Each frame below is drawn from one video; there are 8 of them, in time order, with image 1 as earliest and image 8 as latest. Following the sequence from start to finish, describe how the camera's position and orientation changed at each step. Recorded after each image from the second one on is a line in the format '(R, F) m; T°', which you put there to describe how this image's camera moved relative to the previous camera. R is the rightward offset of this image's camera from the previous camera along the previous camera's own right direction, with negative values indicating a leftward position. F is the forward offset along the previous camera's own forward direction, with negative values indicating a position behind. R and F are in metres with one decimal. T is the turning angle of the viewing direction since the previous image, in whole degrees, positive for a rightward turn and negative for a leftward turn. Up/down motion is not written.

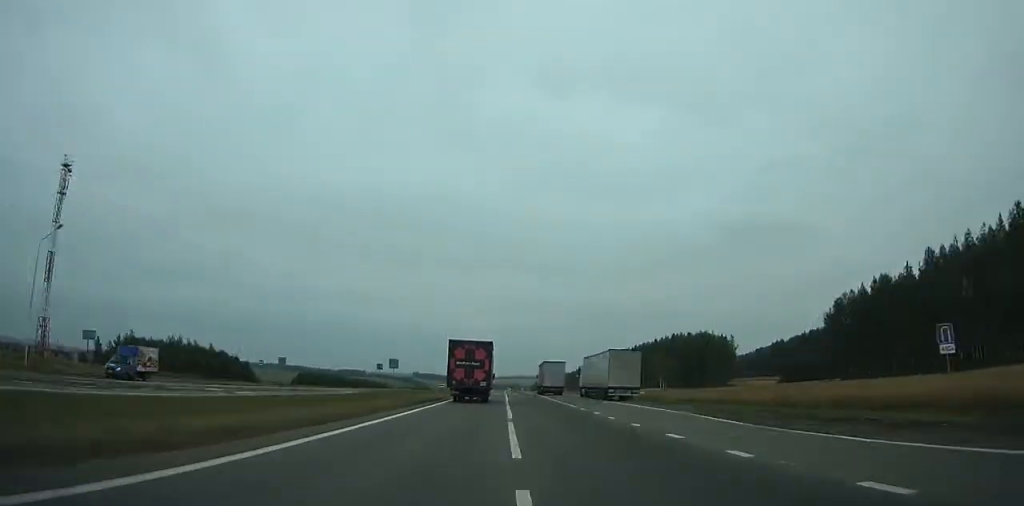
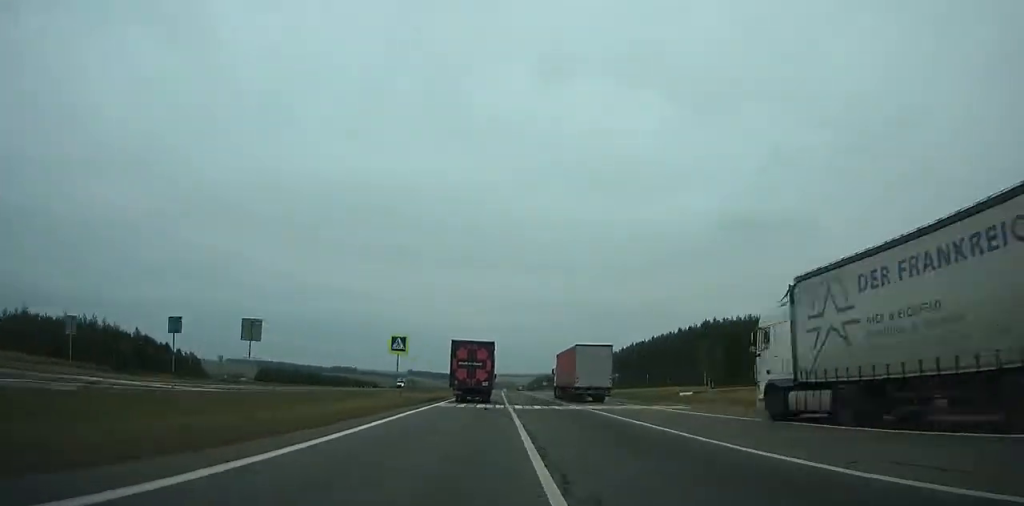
(+0.1, +43.0) m; 0°
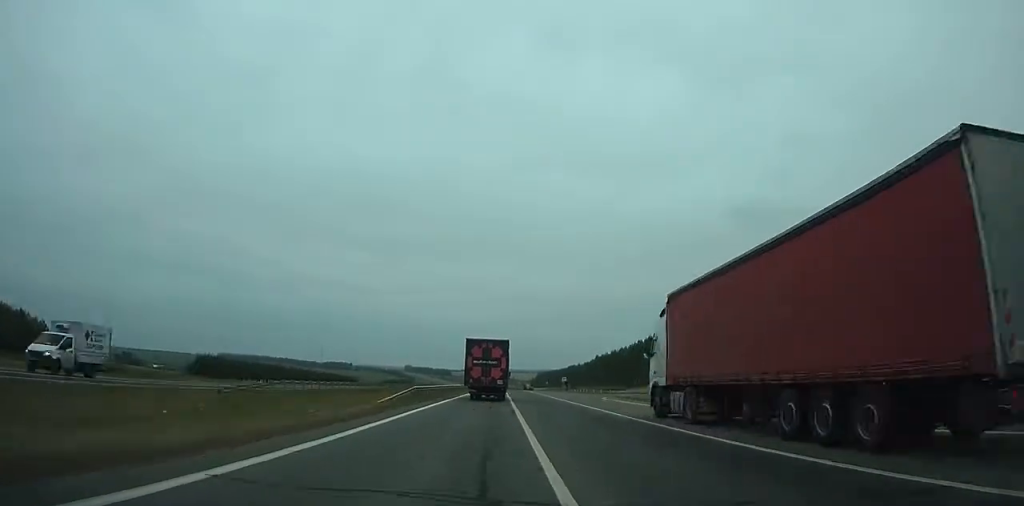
(+0.2, +58.4) m; 0°
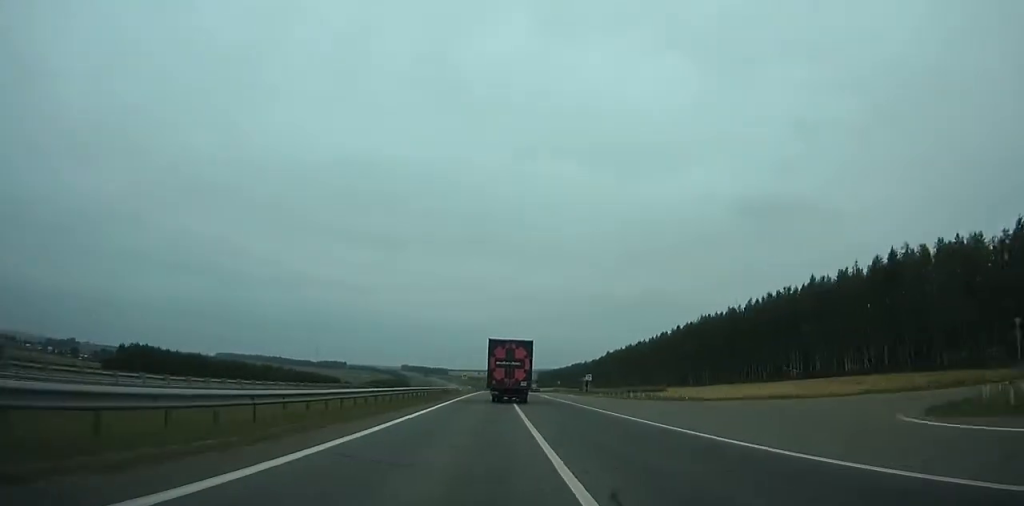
(-0.1, +42.7) m; 0°
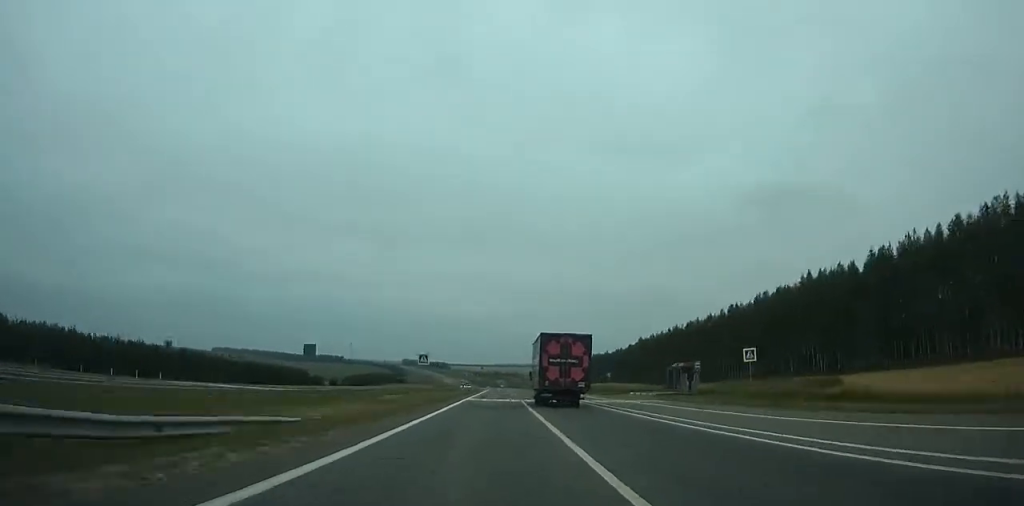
(+0.1, +67.4) m; 0°
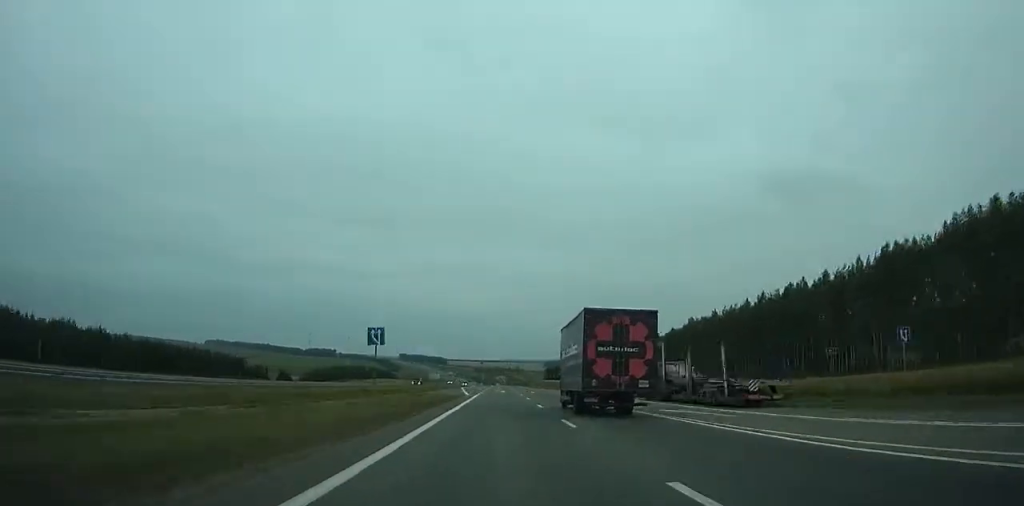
(+0.2, +69.8) m; 0°
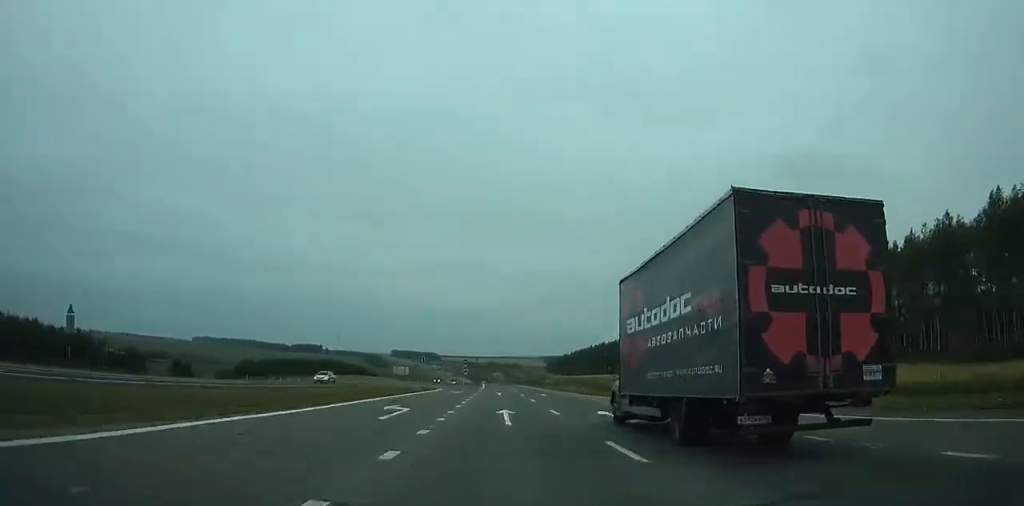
(+0.1, +77.2) m; 0°
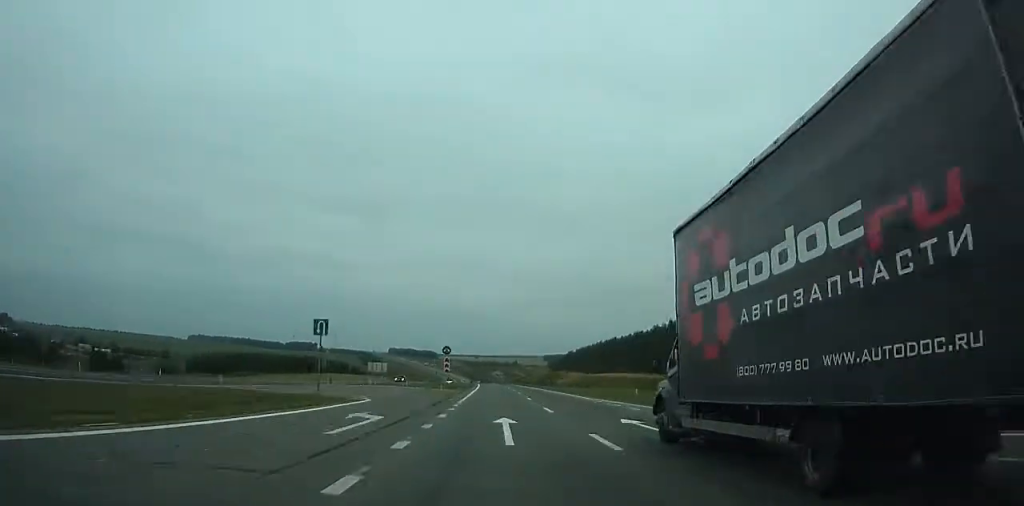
(0.0, +33.5) m; 0°
